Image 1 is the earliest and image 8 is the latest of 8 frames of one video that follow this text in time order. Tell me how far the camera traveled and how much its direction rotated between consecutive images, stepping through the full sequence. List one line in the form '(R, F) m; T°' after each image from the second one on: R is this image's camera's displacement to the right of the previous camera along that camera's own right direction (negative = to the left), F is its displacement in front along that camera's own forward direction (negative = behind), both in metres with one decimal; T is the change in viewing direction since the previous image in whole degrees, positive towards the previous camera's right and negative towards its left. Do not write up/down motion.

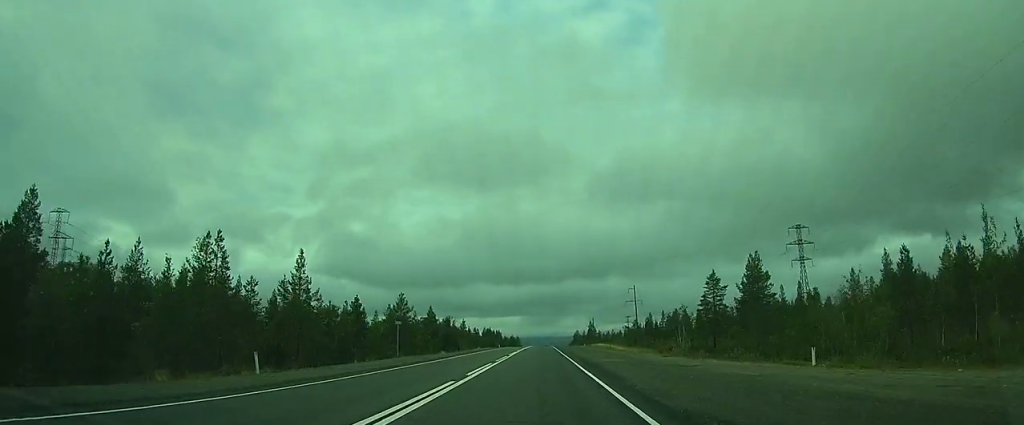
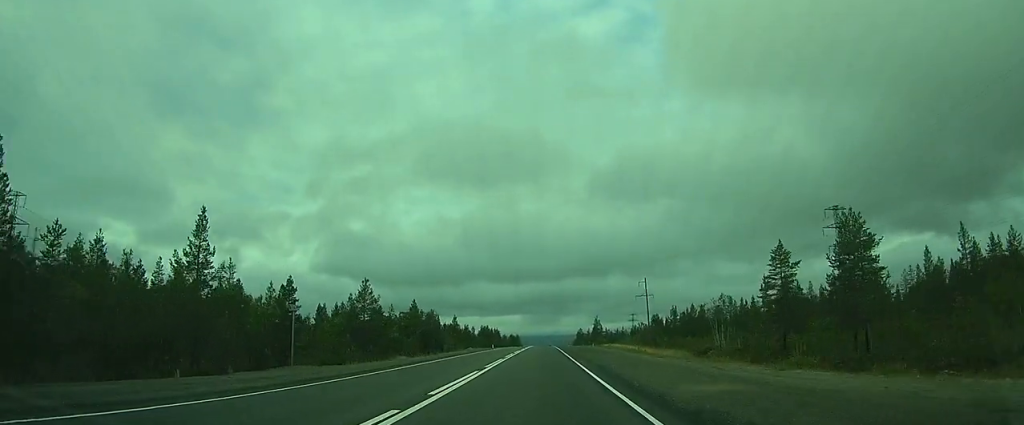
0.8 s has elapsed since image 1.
(-0.3, +18.6) m; -1°
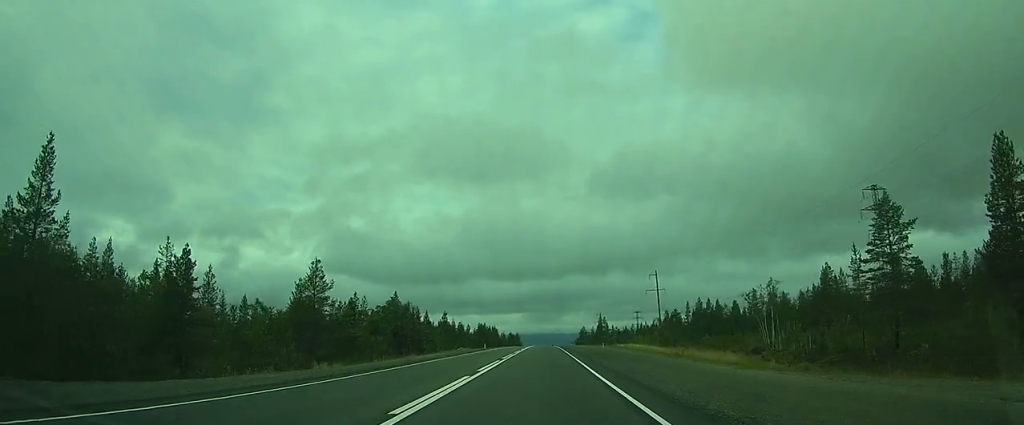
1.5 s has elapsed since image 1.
(0.0, +15.9) m; 0°
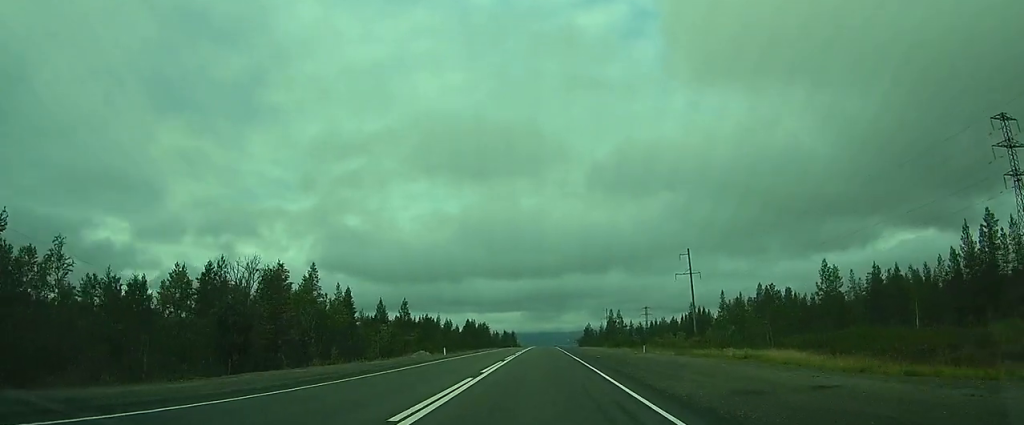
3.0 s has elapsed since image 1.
(0.0, +38.4) m; 0°
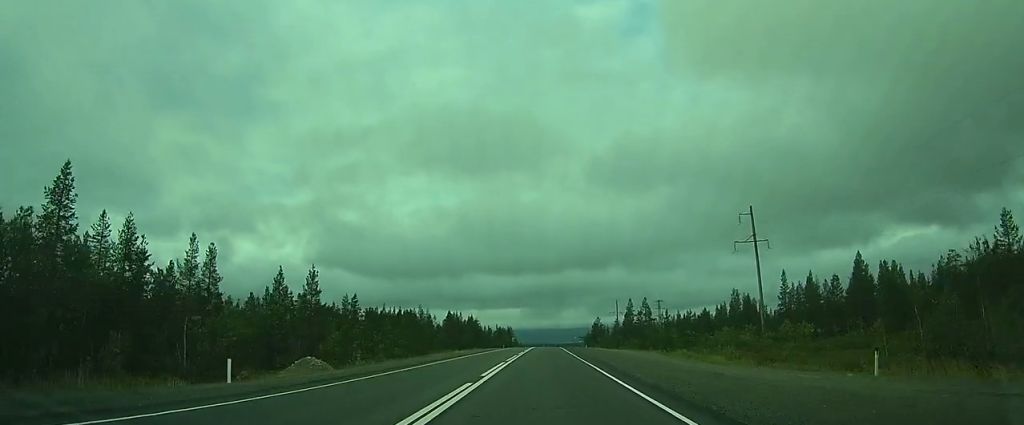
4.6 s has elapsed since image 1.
(0.0, +39.8) m; 0°
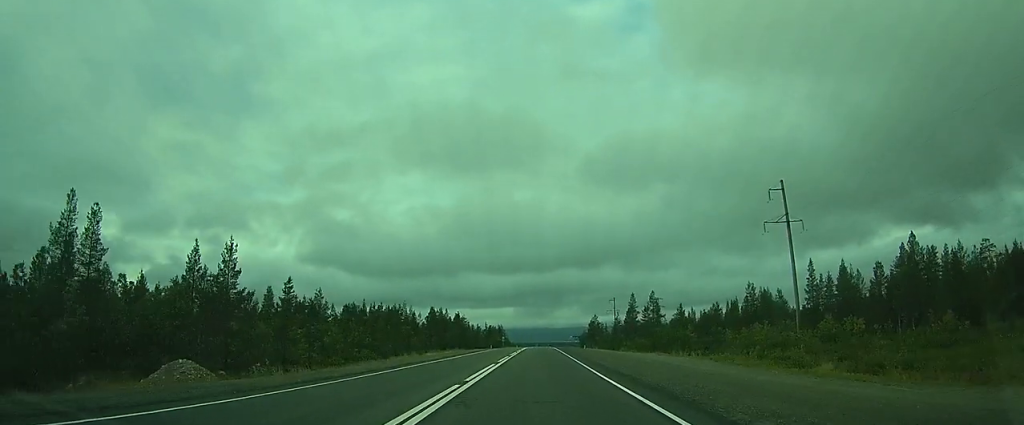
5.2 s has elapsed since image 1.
(0.0, +14.9) m; 0°
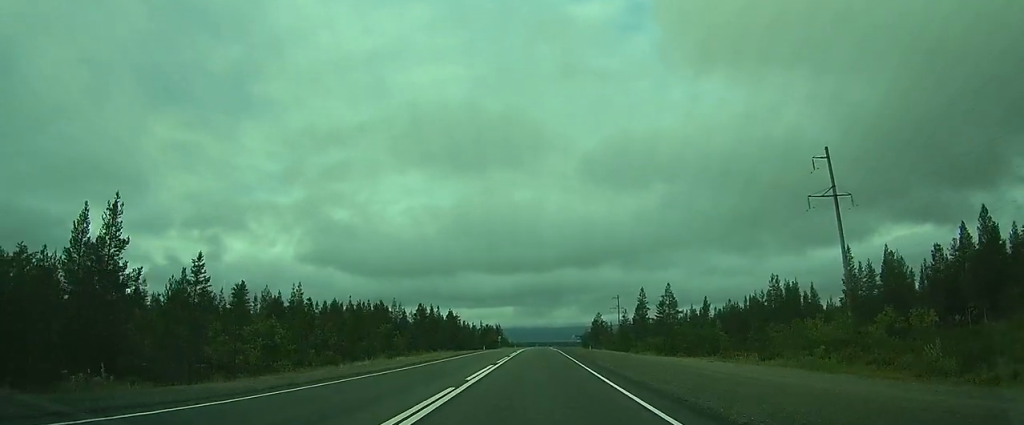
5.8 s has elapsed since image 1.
(0.0, +13.2) m; 0°
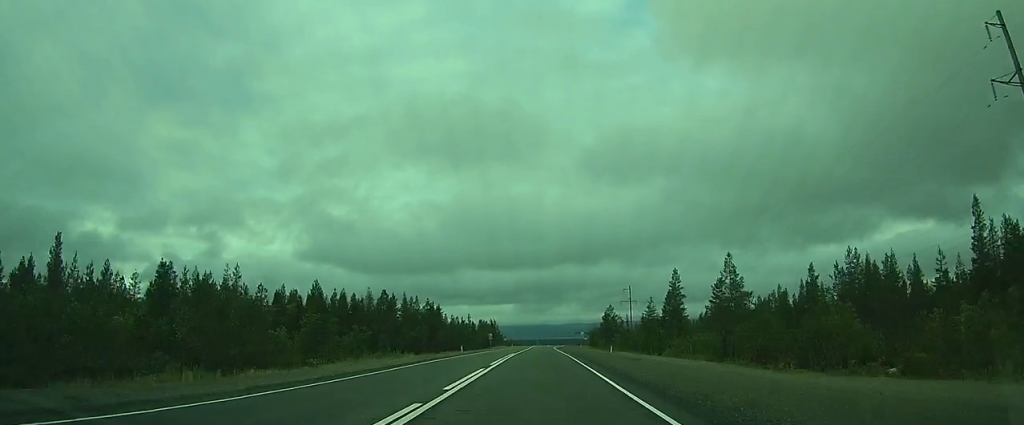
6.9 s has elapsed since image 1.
(0.0, +28.3) m; 0°
